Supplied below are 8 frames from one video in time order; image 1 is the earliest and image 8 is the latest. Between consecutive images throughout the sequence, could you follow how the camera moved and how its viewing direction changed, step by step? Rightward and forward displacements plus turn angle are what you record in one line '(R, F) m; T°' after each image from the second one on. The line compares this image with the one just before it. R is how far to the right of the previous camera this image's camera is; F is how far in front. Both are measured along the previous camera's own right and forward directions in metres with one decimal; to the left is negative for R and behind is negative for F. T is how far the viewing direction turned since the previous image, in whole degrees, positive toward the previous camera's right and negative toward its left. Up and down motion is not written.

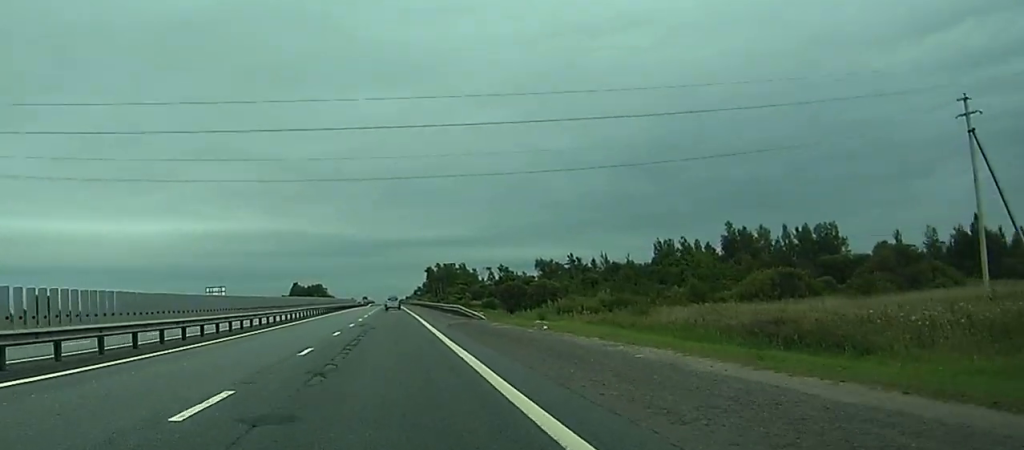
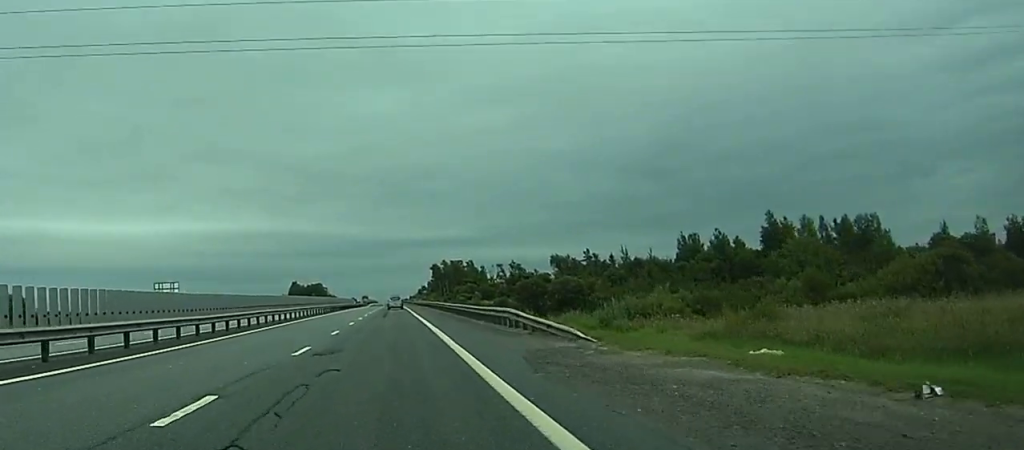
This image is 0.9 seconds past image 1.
(0.0, +24.7) m; 0°
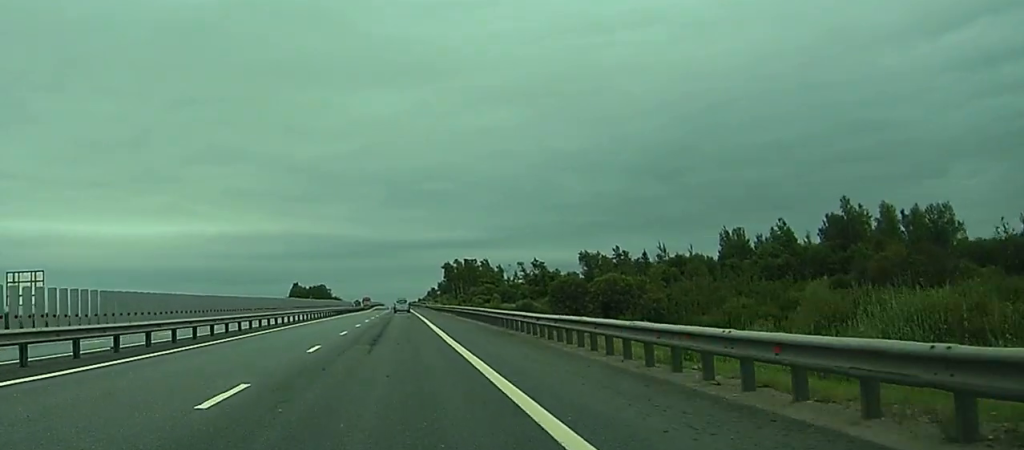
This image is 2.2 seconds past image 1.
(-0.1, +34.7) m; 0°
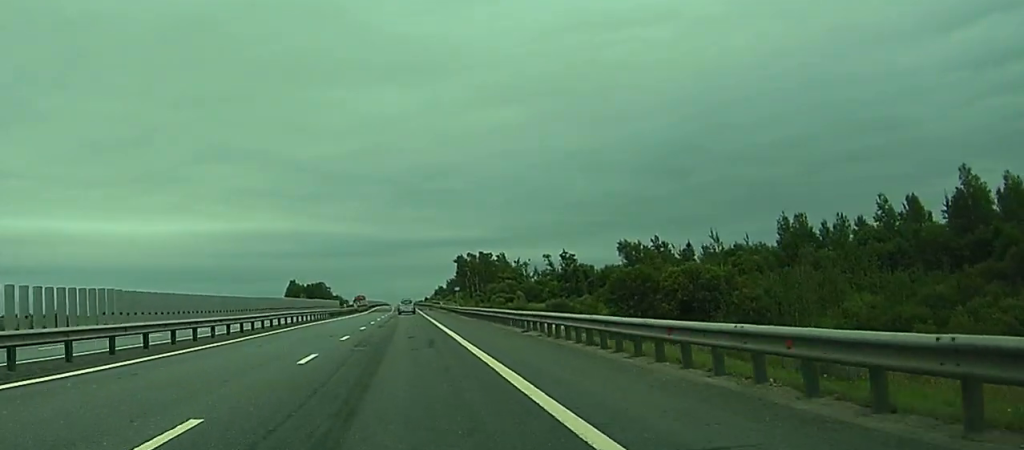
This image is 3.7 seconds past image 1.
(-0.2, +40.5) m; -1°
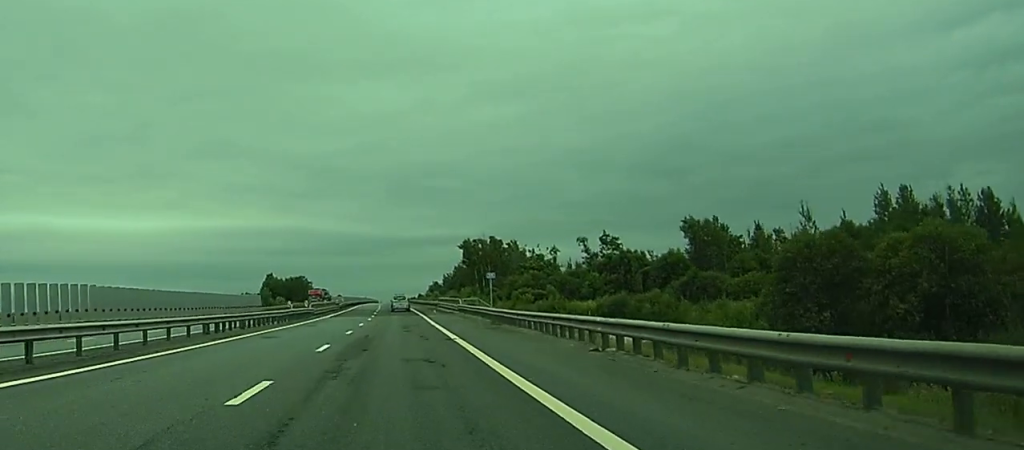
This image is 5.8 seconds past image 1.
(-0.4, +55.4) m; -1°
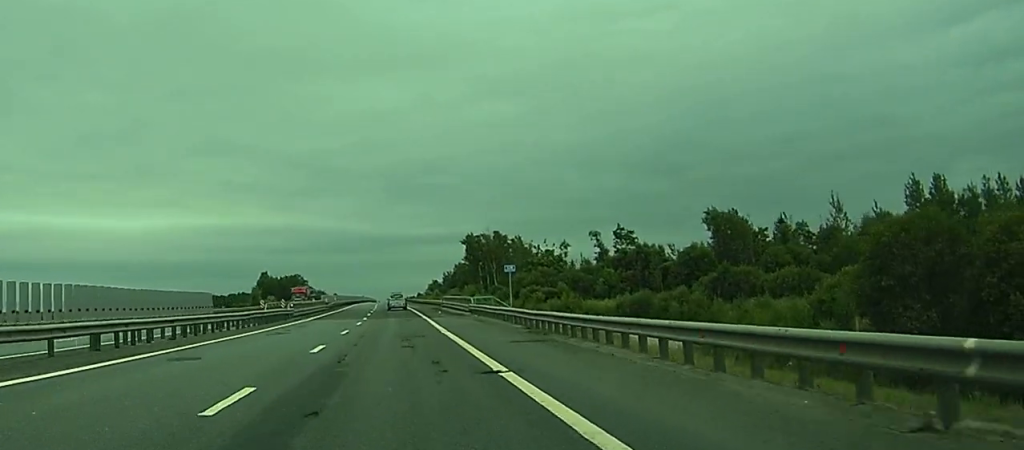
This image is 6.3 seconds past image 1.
(0.0, +13.0) m; 0°
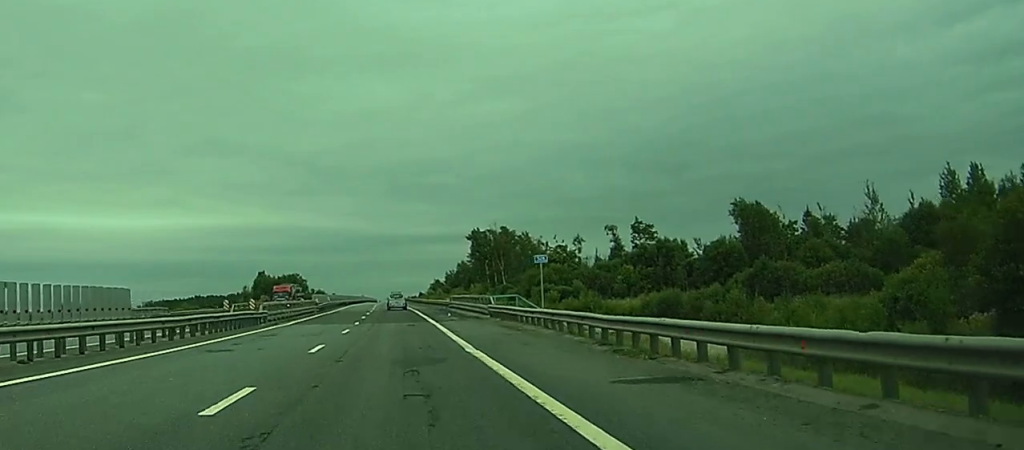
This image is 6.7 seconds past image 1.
(0.0, +12.1) m; 0°
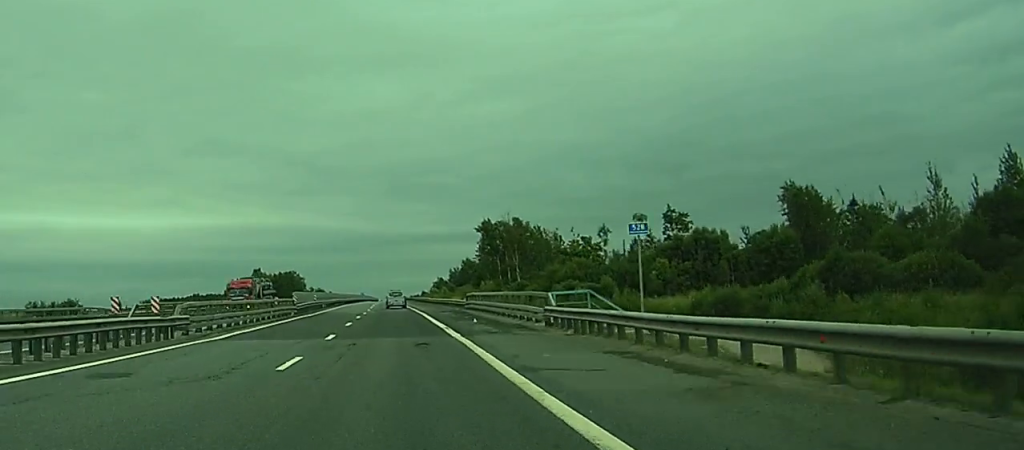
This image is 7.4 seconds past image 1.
(+0.1, +17.9) m; 0°
